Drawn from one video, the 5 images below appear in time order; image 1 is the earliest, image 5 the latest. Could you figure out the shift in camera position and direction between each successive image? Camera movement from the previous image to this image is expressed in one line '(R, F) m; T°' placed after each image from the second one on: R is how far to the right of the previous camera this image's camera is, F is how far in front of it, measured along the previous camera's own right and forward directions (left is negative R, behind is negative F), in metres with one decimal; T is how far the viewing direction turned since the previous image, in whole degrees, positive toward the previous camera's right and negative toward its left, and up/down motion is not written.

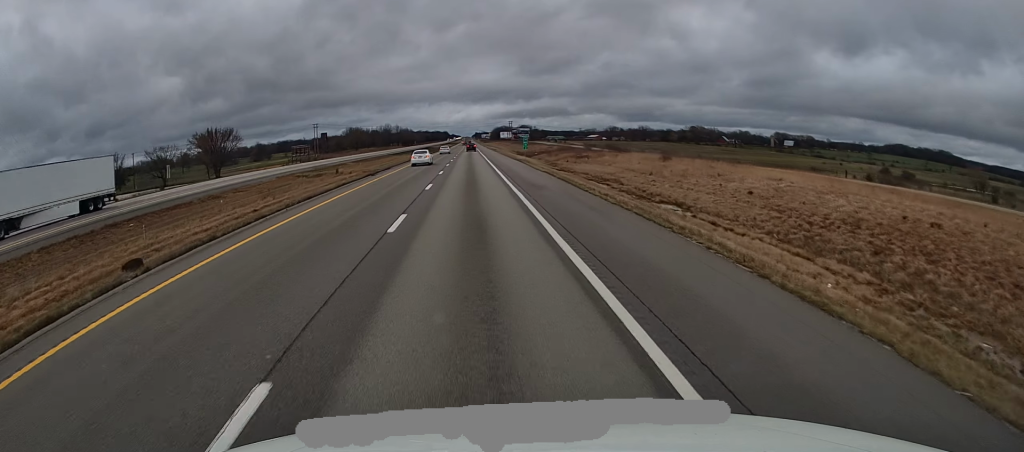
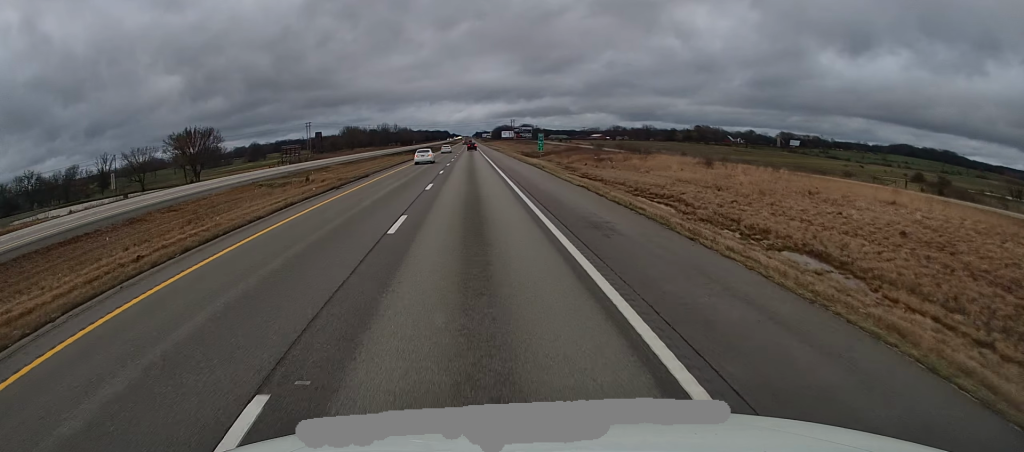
(0.0, +12.4) m; 0°
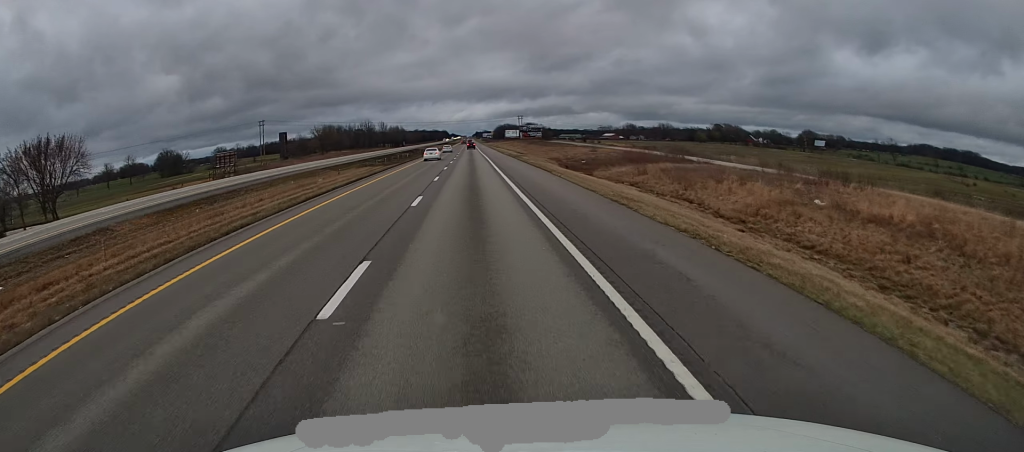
(+0.3, +54.9) m; -1°
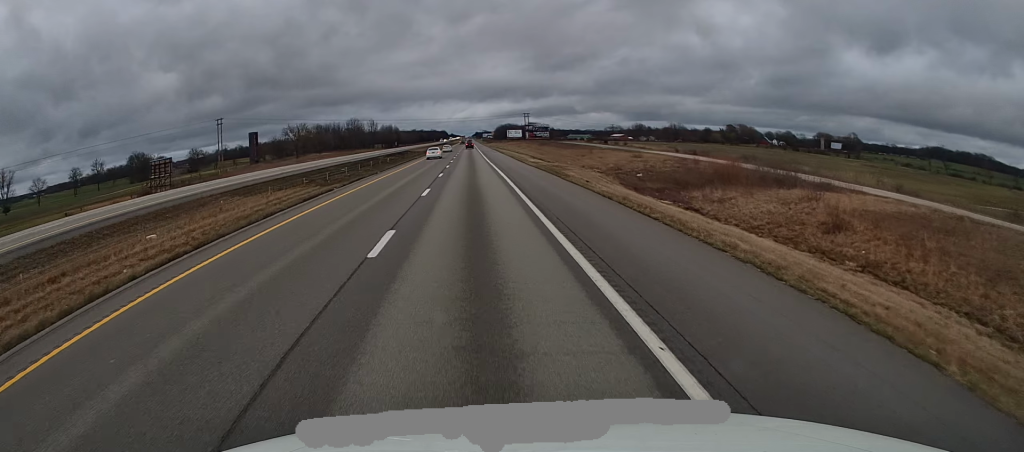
(-0.6, +32.7) m; 0°
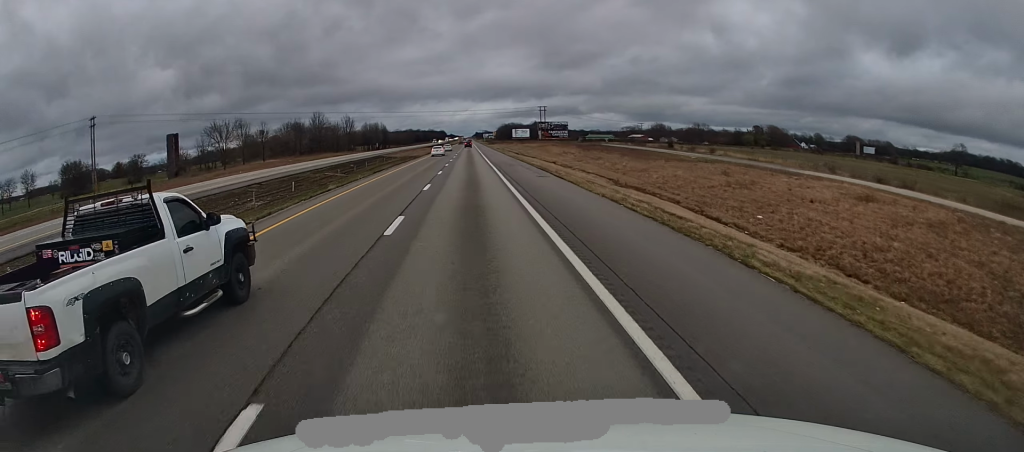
(+0.9, +57.9) m; +1°
